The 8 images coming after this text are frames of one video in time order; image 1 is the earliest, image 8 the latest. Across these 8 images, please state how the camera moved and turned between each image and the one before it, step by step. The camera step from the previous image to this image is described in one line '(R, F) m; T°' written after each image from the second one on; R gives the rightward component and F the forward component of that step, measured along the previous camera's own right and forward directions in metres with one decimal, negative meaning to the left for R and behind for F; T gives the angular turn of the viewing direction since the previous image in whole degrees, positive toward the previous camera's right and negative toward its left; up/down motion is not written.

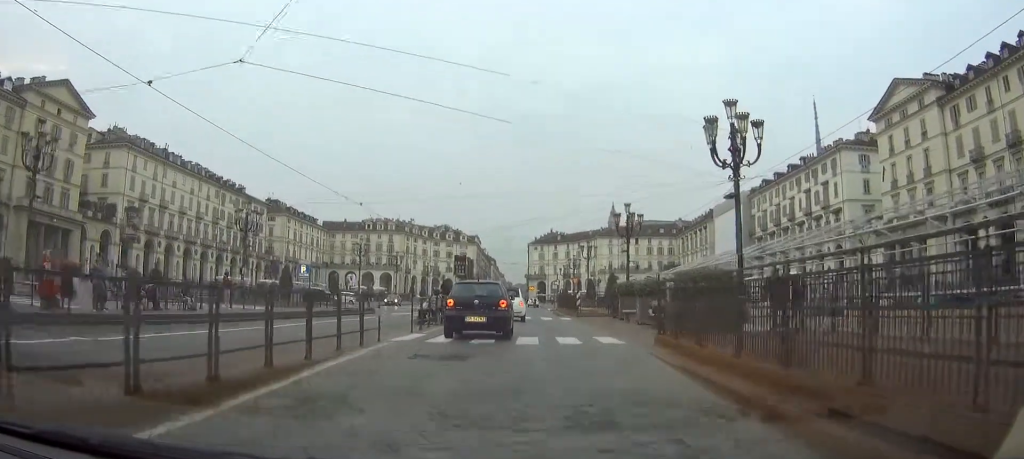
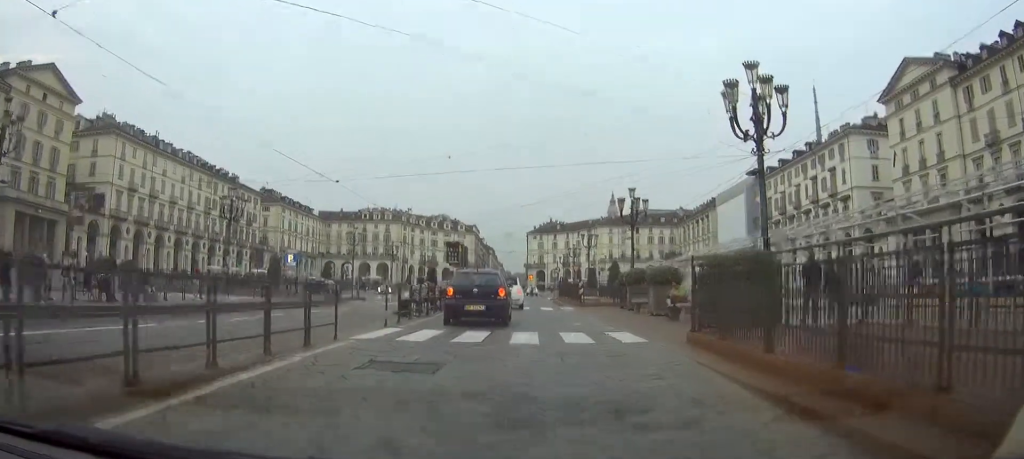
(0.0, +3.2) m; 0°
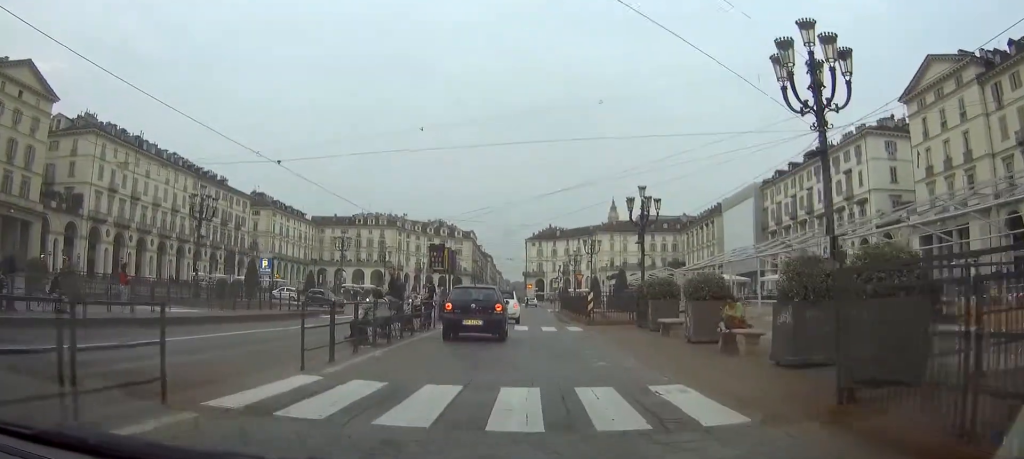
(0.0, +5.7) m; -1°
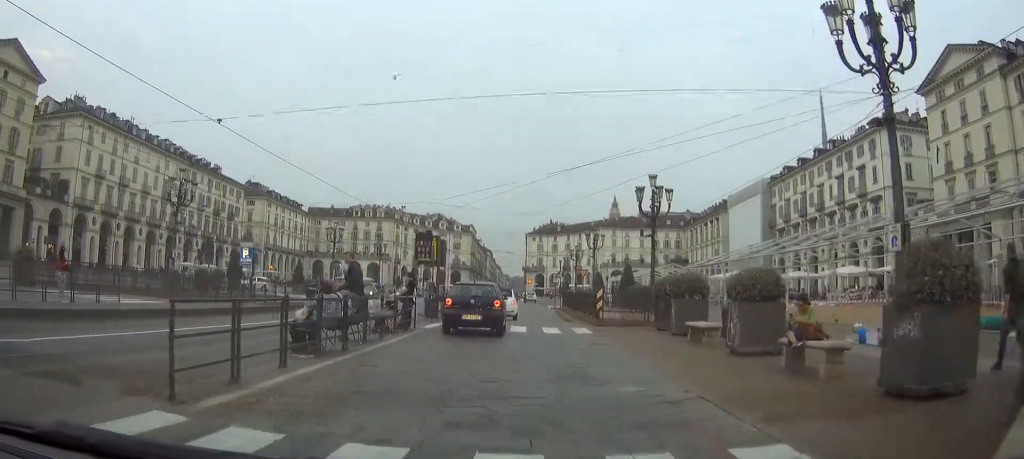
(-0.1, +4.0) m; -1°
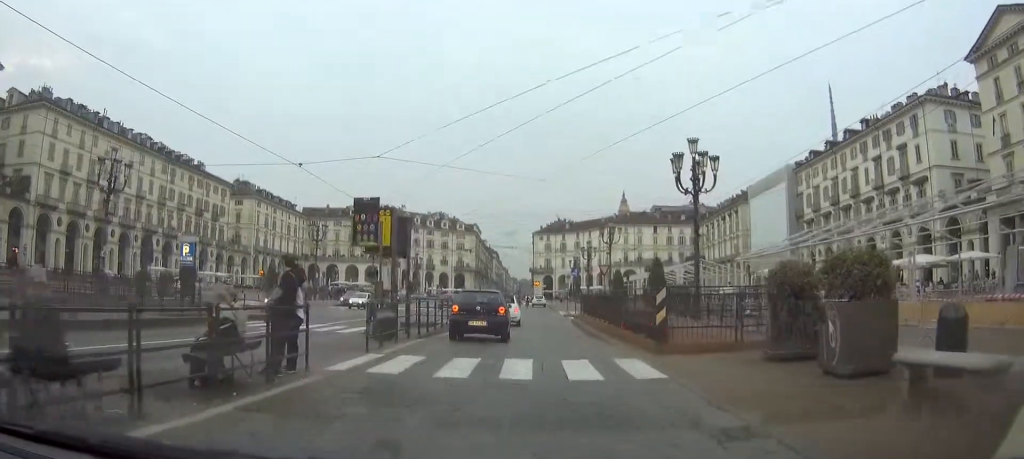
(-0.1, +10.6) m; -1°
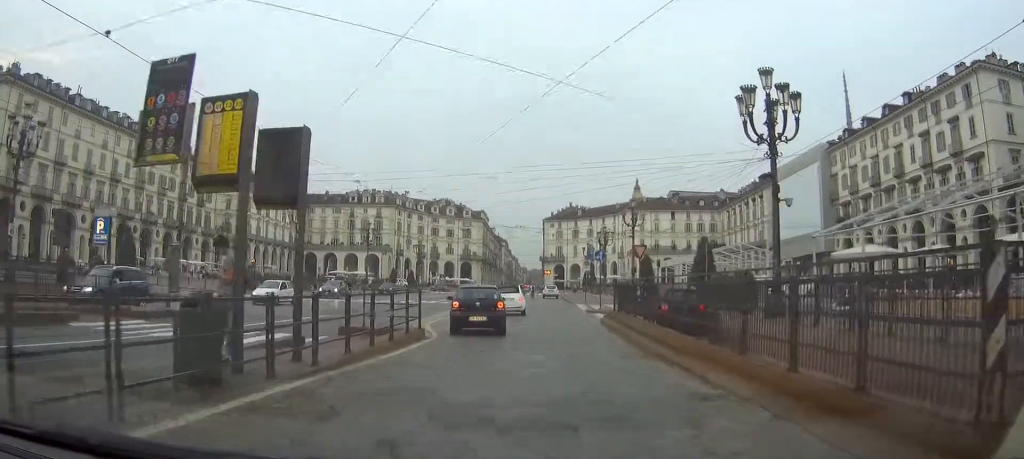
(-0.1, +10.4) m; -1°
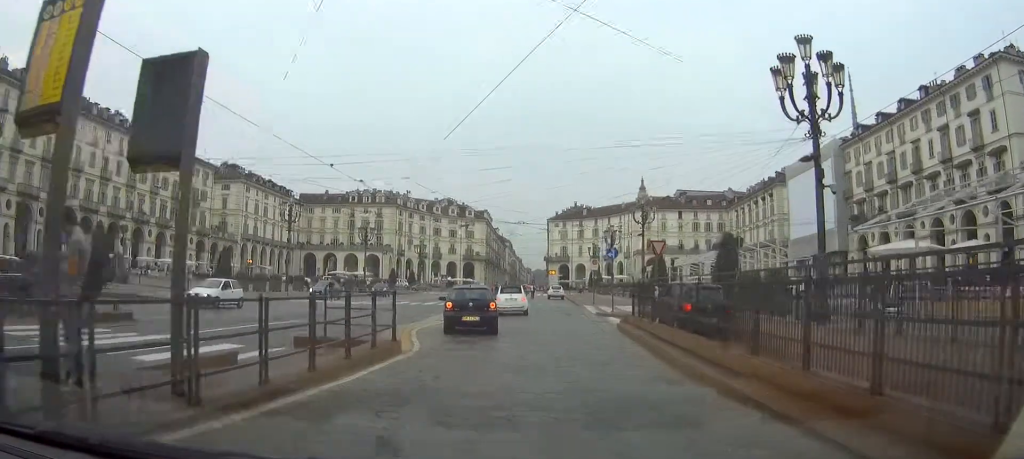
(0.0, +3.8) m; 0°
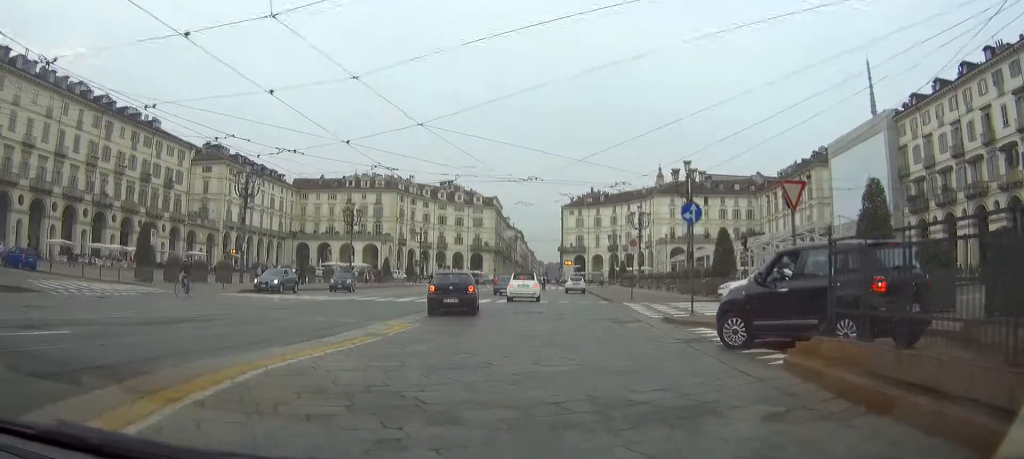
(0.0, +14.3) m; 0°
